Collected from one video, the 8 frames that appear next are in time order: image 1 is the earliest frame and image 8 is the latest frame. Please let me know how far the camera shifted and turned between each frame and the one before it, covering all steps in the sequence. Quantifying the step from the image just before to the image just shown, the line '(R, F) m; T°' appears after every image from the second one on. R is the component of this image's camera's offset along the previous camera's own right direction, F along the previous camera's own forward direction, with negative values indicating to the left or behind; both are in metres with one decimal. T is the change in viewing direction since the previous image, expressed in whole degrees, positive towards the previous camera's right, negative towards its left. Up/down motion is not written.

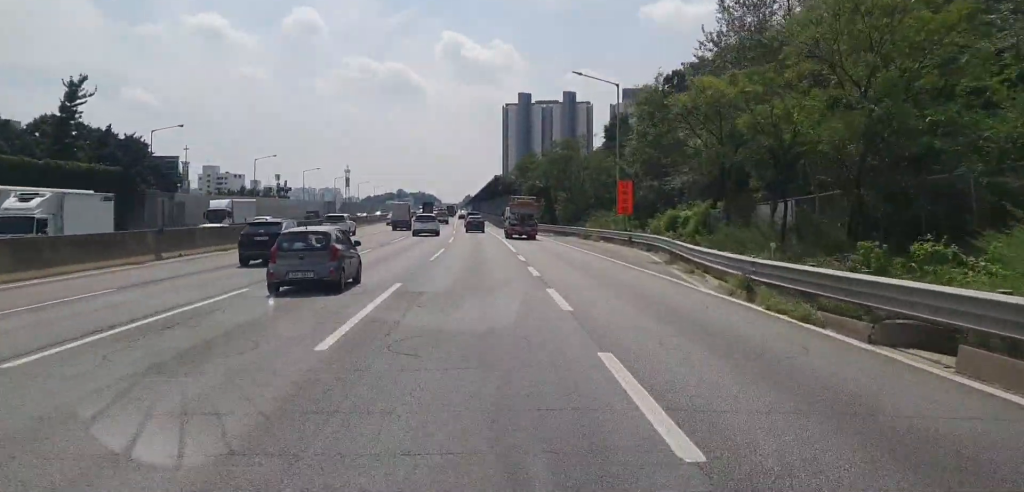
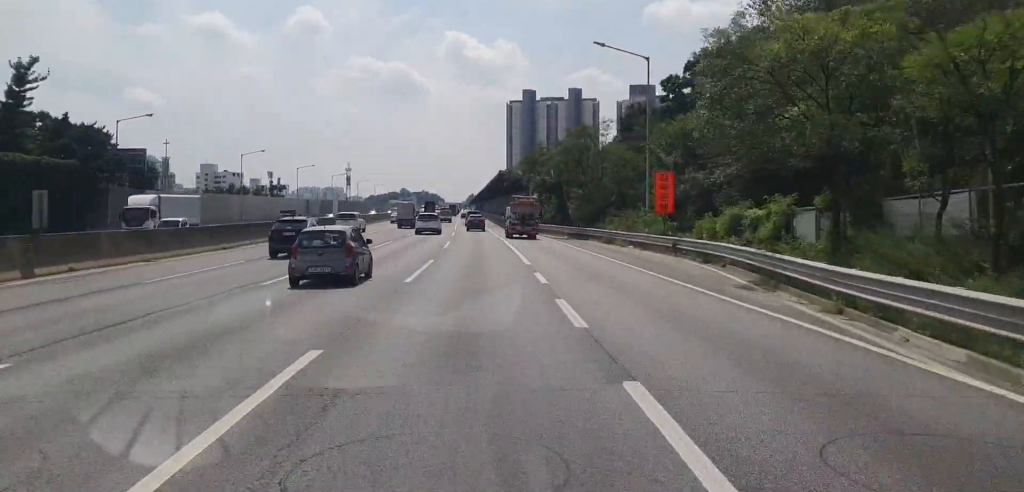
(0.0, +9.5) m; 0°
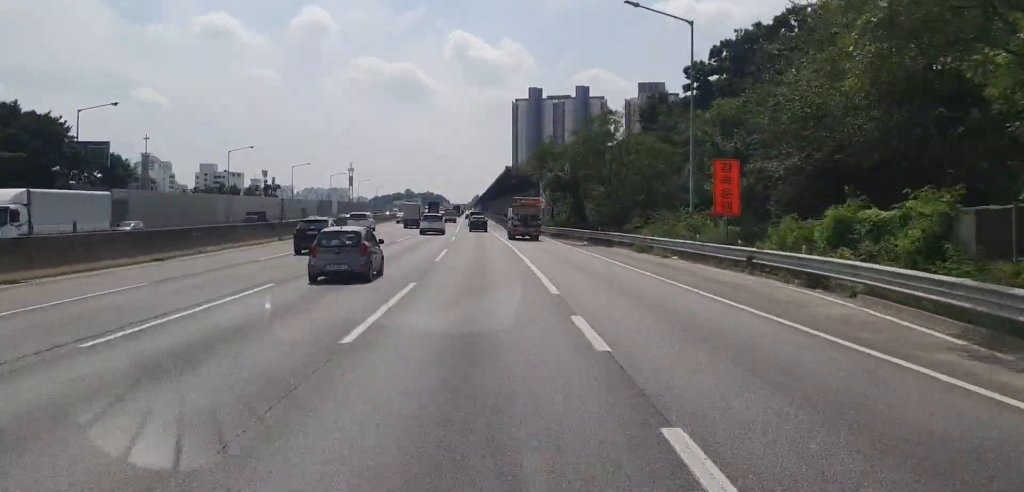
(0.0, +9.0) m; 0°
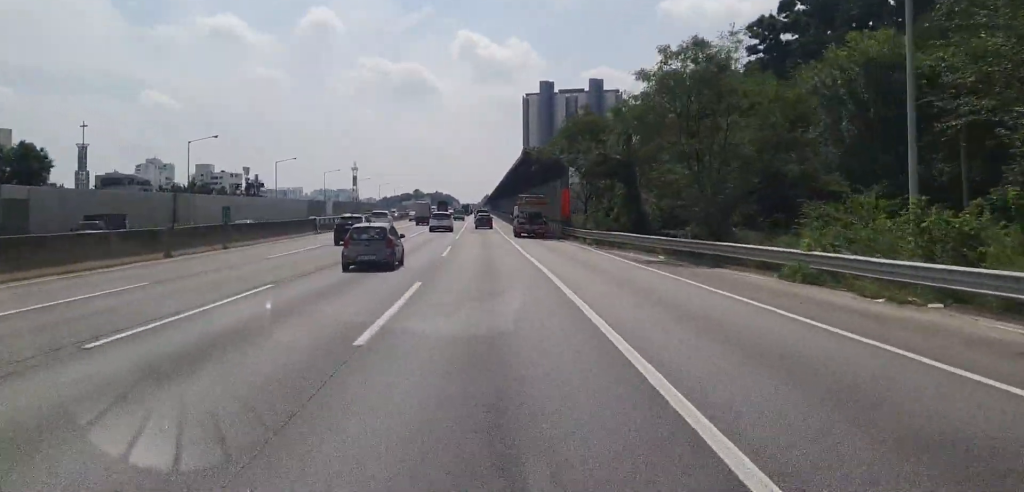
(0.0, +19.5) m; 0°
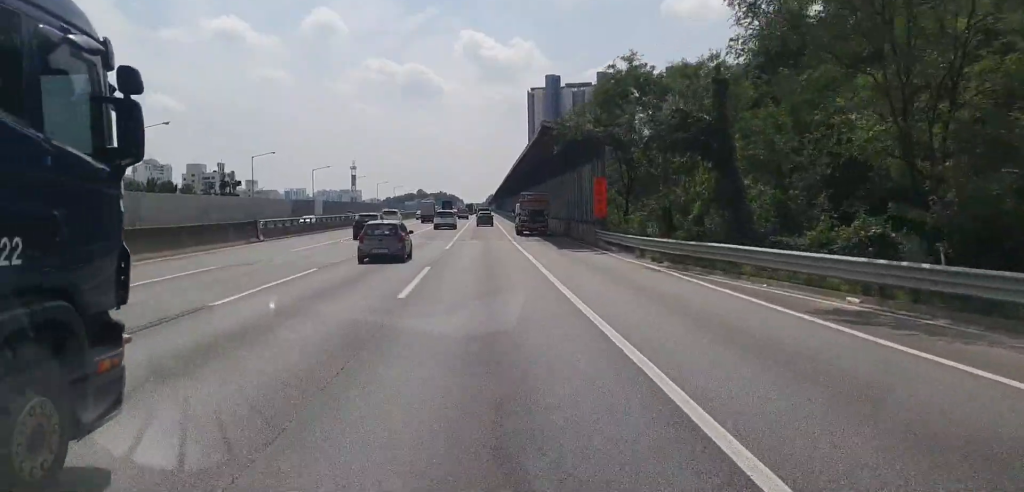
(-0.1, +16.1) m; -1°
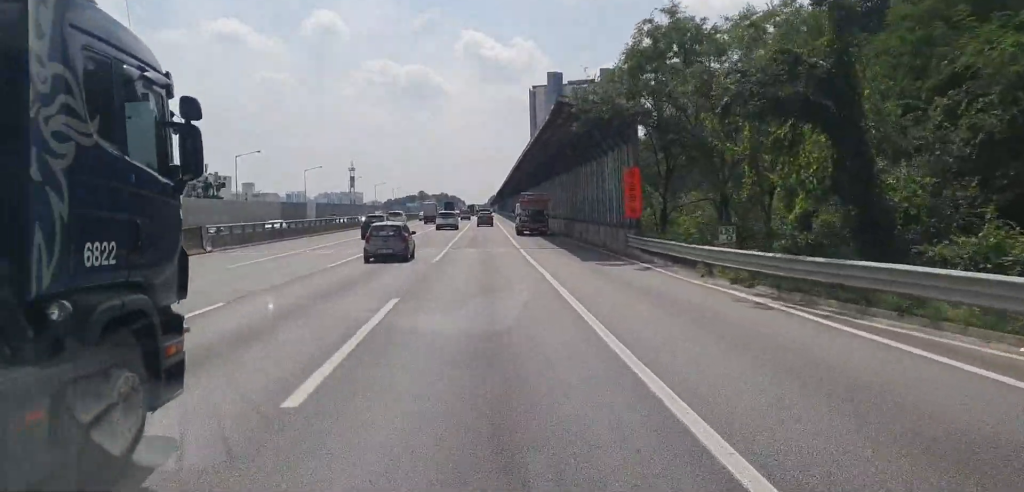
(0.0, +8.8) m; 0°
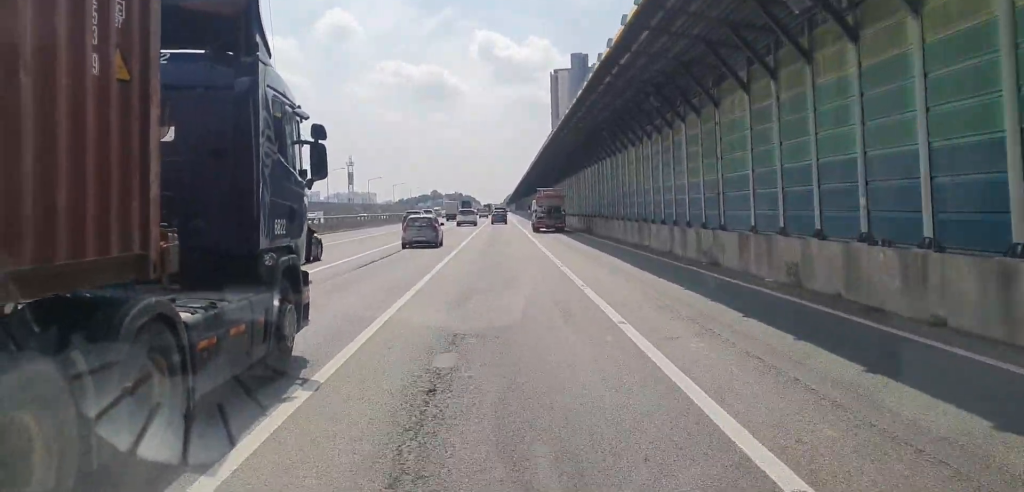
(+0.2, +44.7) m; 0°
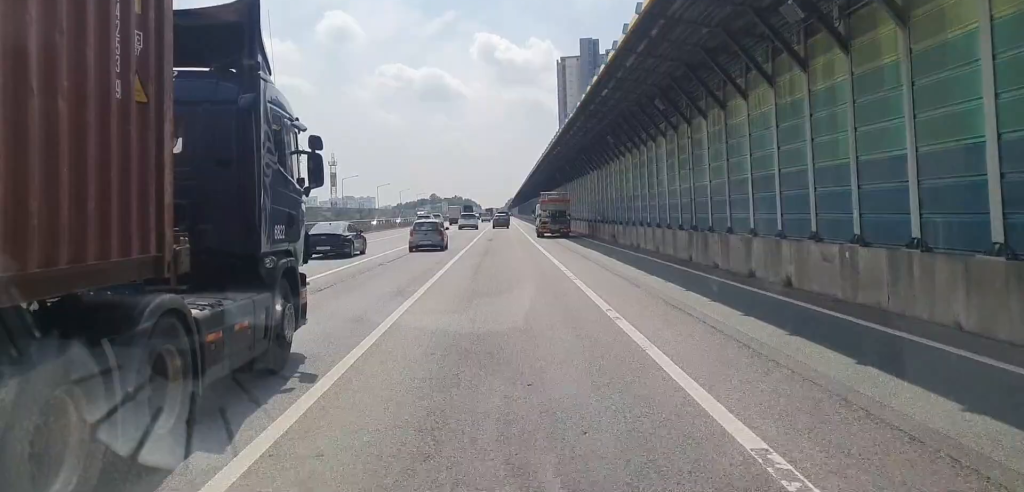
(-0.7, +36.3) m; -1°
